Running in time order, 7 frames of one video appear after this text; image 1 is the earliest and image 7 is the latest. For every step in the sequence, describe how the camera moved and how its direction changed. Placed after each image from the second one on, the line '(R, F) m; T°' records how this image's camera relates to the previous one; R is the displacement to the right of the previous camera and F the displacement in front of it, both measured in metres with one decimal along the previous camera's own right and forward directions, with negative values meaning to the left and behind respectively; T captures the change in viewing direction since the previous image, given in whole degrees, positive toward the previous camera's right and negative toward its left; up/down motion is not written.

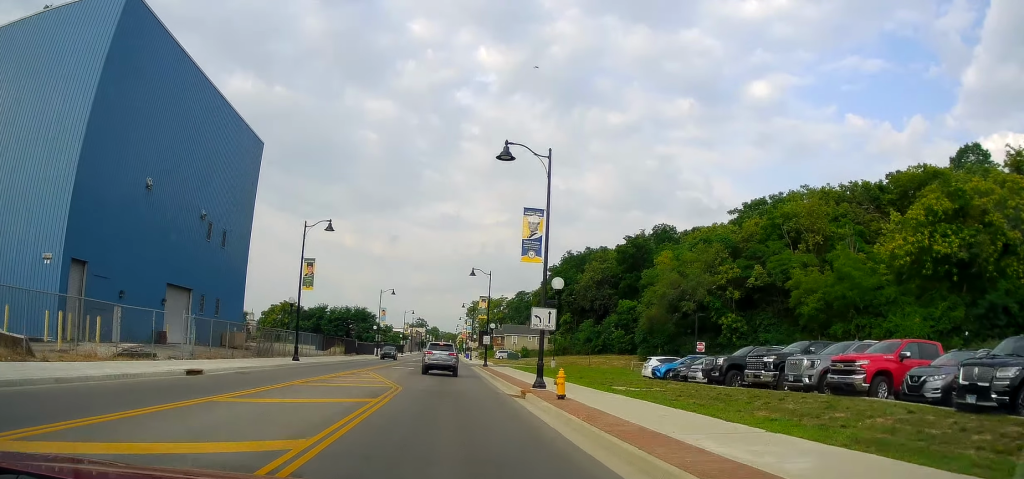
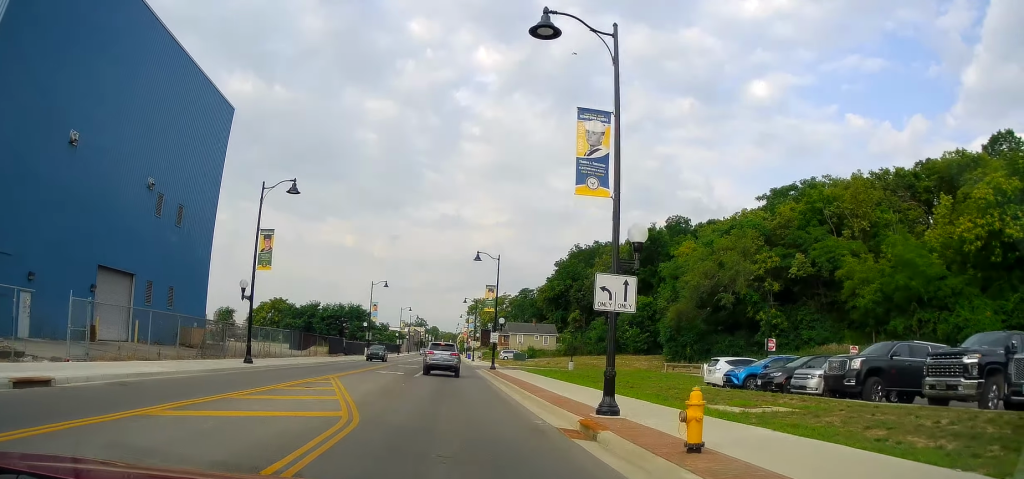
(+0.2, +10.1) m; -1°
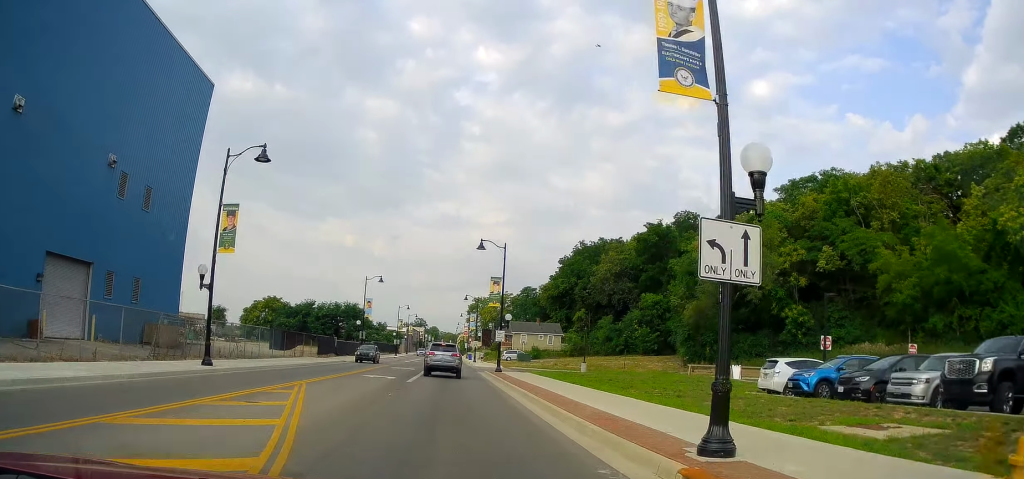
(0.0, +5.8) m; -1°
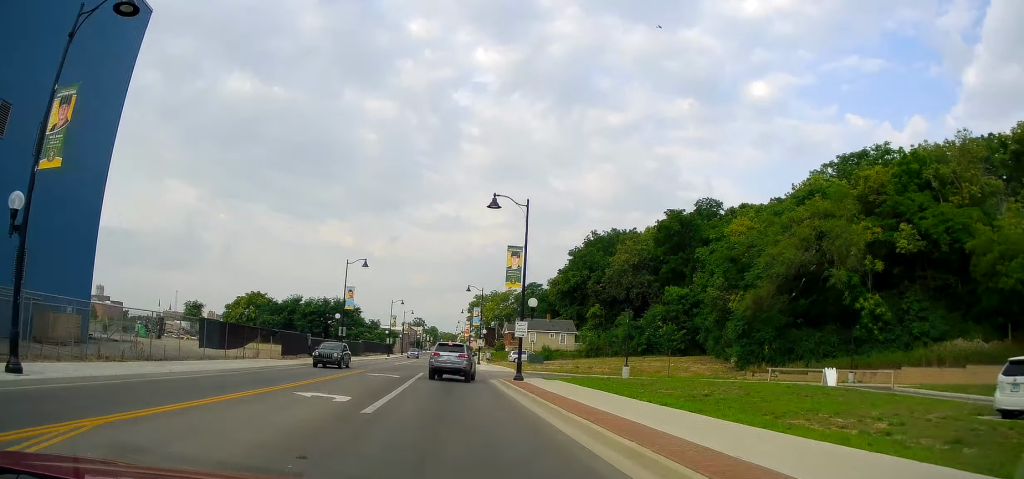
(-0.3, +13.6) m; +1°
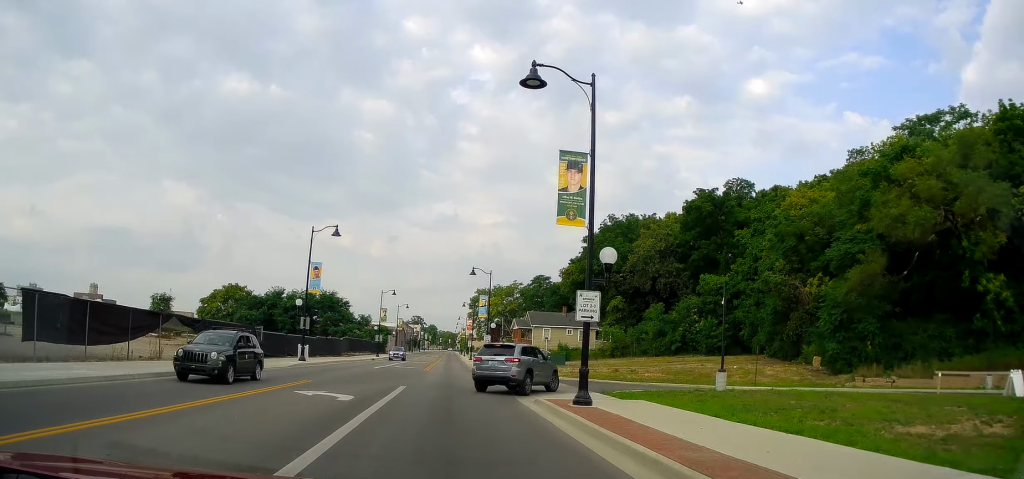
(+0.5, +15.3) m; -1°
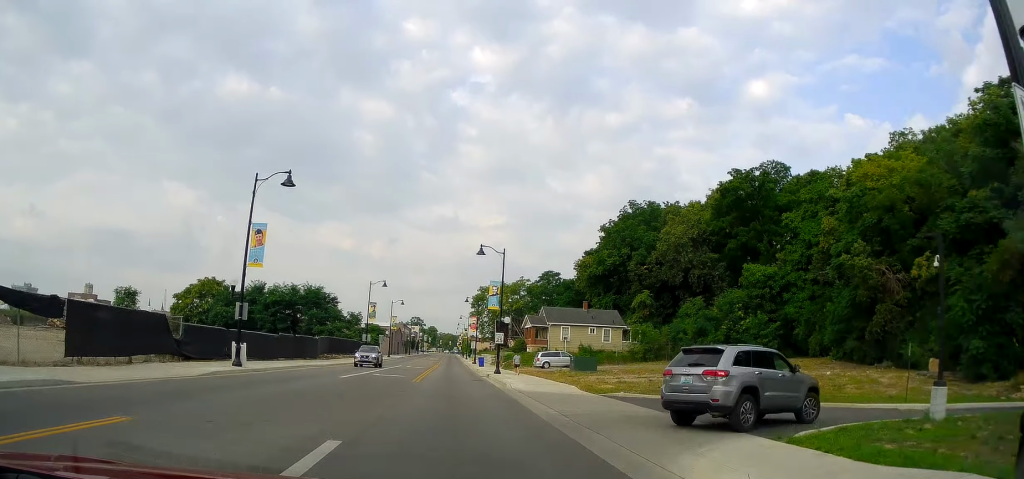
(-0.6, +13.1) m; 0°
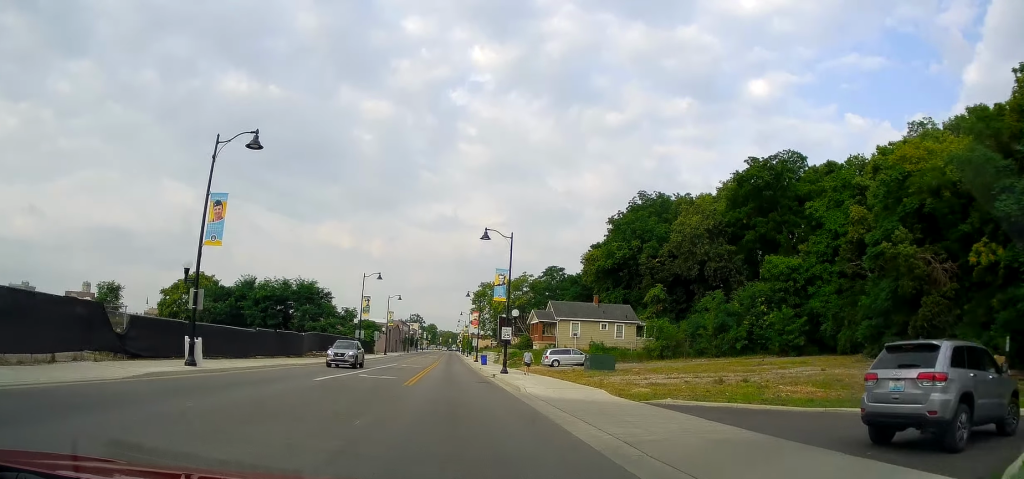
(+0.3, +5.3) m; +1°
